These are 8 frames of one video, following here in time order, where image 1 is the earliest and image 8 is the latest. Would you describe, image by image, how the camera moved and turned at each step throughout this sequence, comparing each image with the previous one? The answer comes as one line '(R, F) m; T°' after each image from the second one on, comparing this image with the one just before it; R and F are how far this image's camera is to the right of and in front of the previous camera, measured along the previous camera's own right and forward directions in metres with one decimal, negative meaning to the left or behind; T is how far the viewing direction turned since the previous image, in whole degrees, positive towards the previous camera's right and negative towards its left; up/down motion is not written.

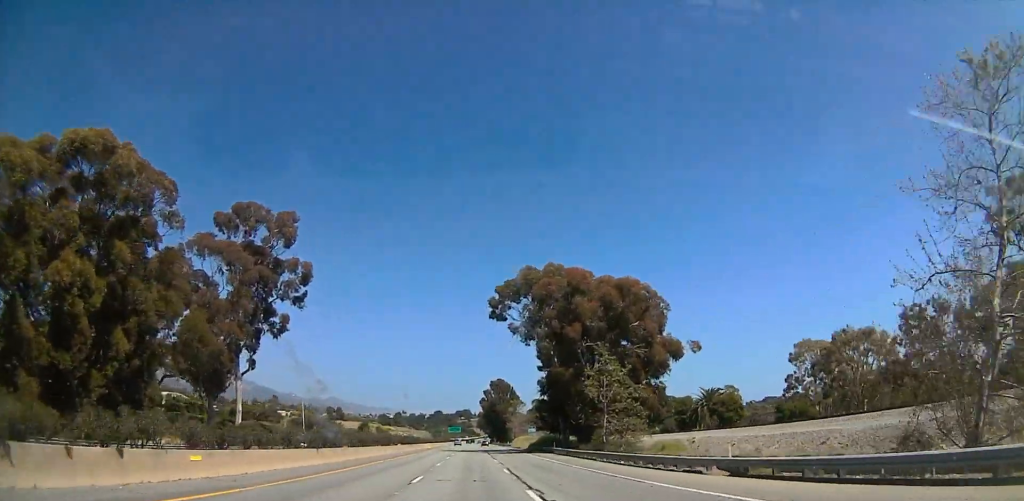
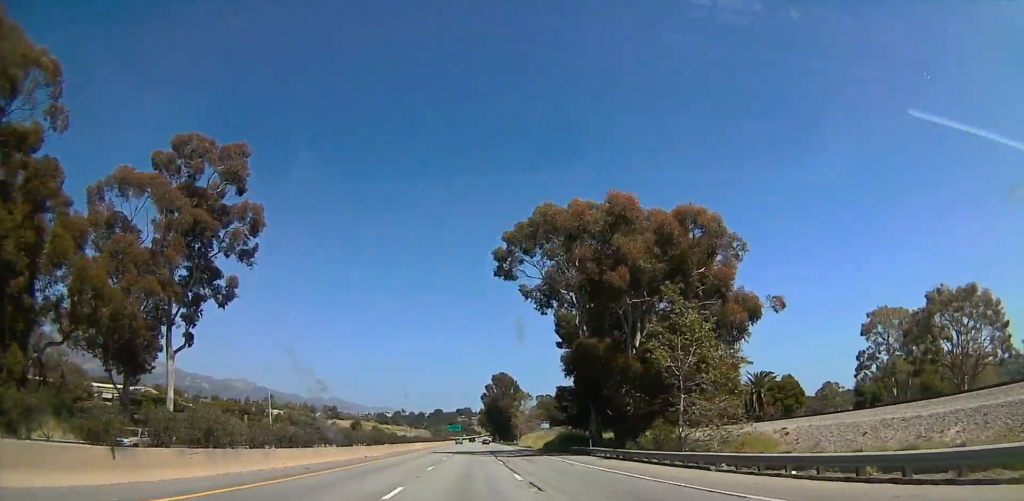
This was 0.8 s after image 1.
(-0.3, +19.6) m; -2°
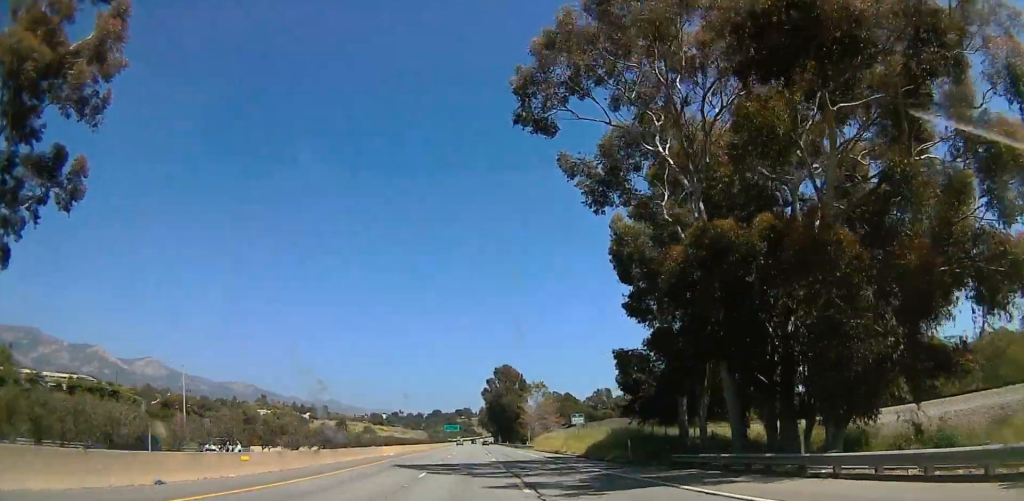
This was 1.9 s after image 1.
(-1.0, +28.5) m; -2°
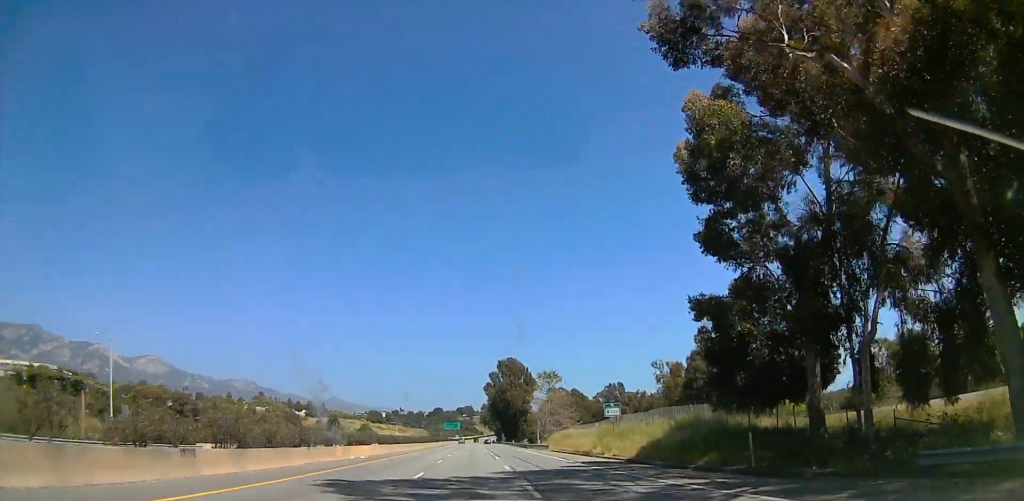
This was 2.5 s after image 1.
(-0.1, +14.8) m; +1°
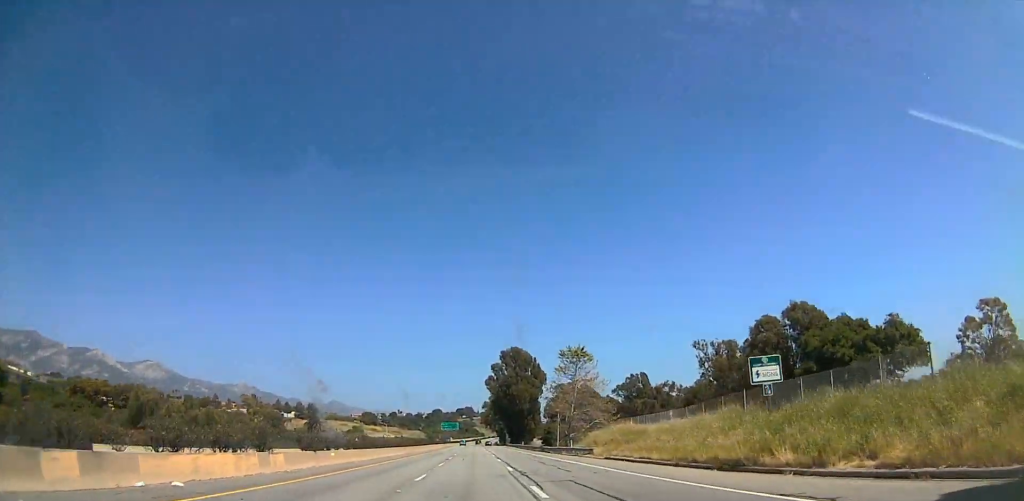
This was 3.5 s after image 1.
(+0.5, +25.1) m; 0°
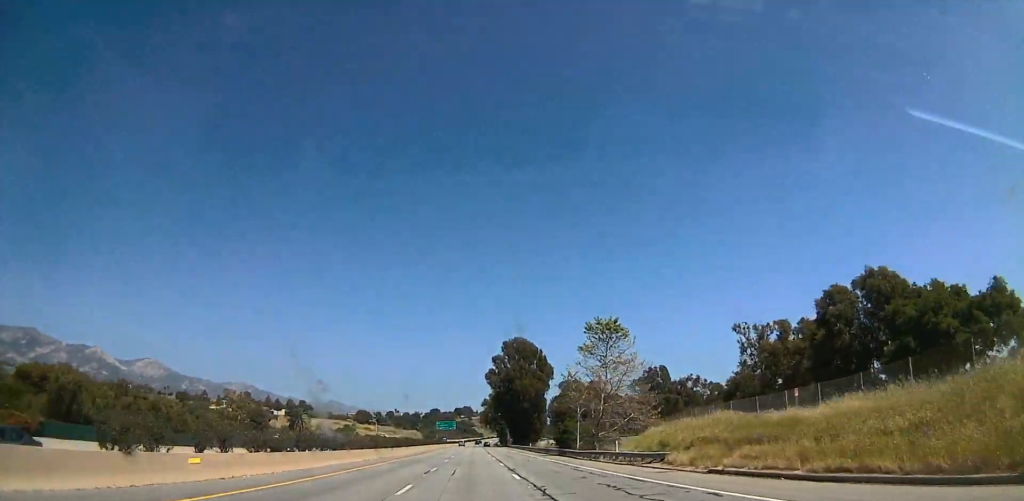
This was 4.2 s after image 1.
(-0.1, +18.3) m; -1°
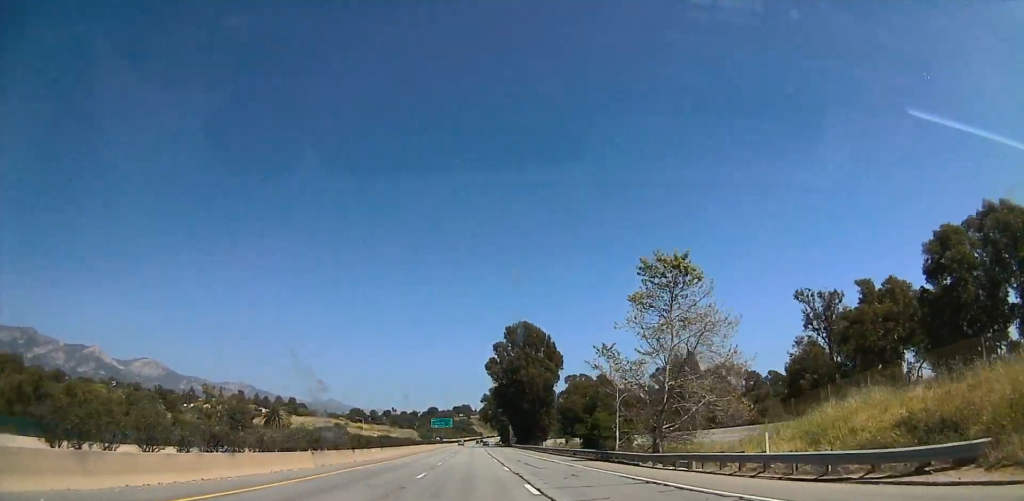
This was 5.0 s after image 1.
(-0.2, +22.9) m; -1°
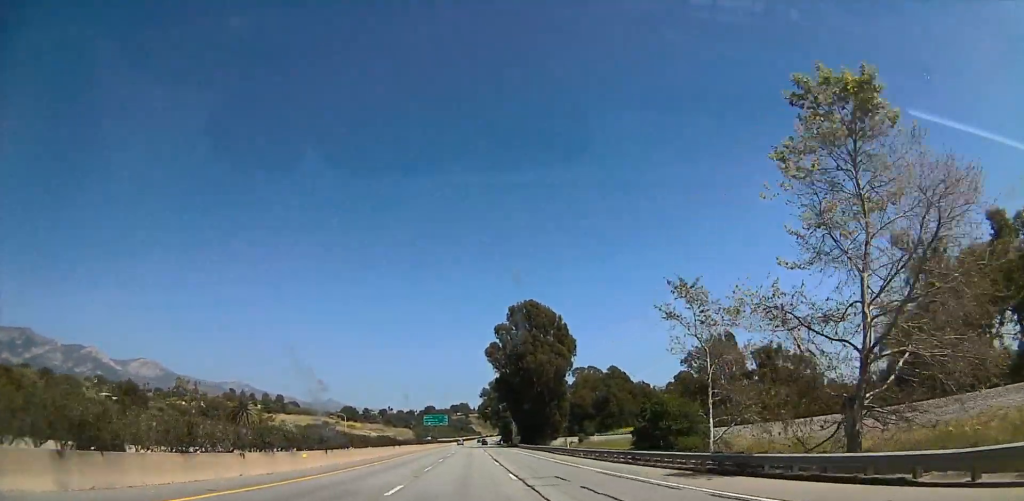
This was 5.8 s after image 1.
(-0.1, +25.0) m; 0°
